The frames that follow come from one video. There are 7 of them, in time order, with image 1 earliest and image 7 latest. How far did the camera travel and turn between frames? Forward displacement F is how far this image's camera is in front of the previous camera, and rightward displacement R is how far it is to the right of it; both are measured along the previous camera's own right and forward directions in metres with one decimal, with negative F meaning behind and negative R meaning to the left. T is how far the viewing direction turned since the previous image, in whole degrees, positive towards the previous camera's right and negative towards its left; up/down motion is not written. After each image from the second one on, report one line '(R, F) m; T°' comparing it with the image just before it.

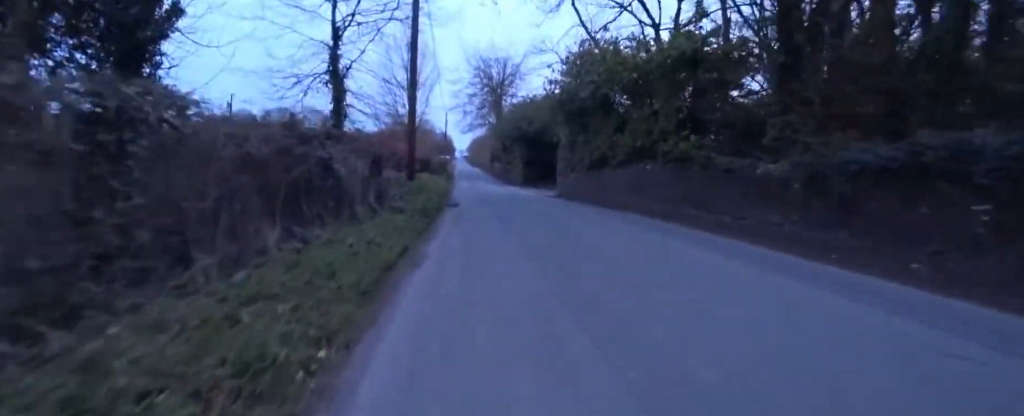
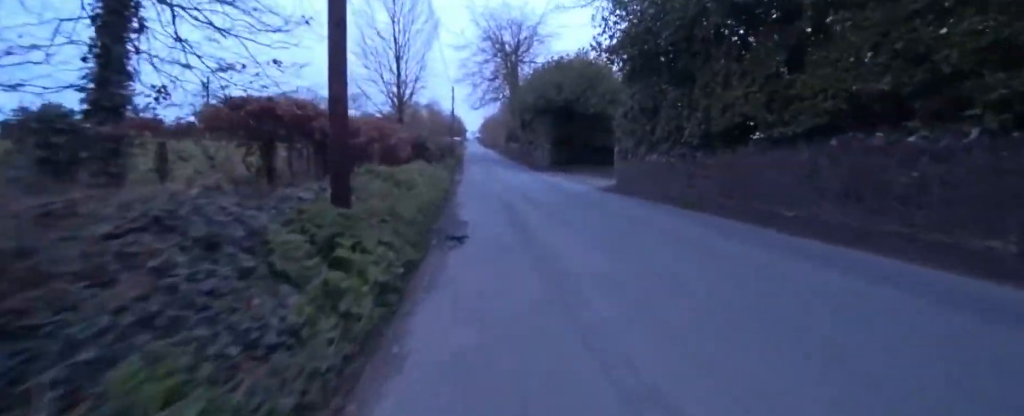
(0.0, +8.5) m; 0°
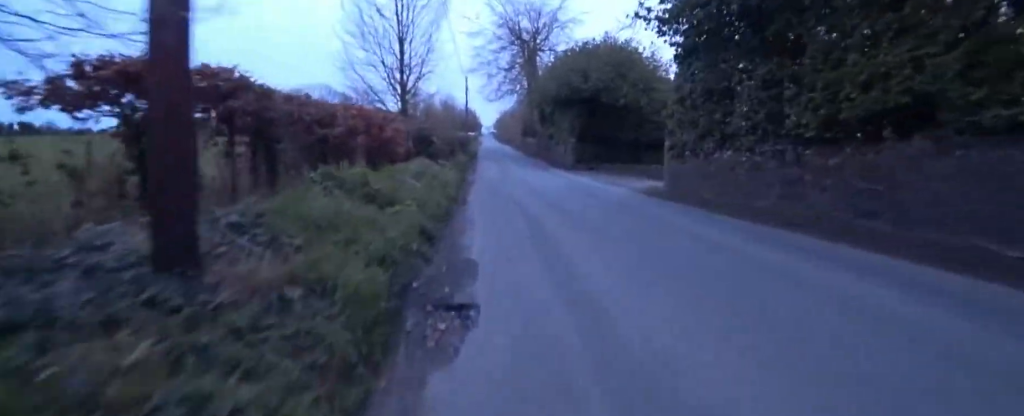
(0.0, +3.2) m; 0°
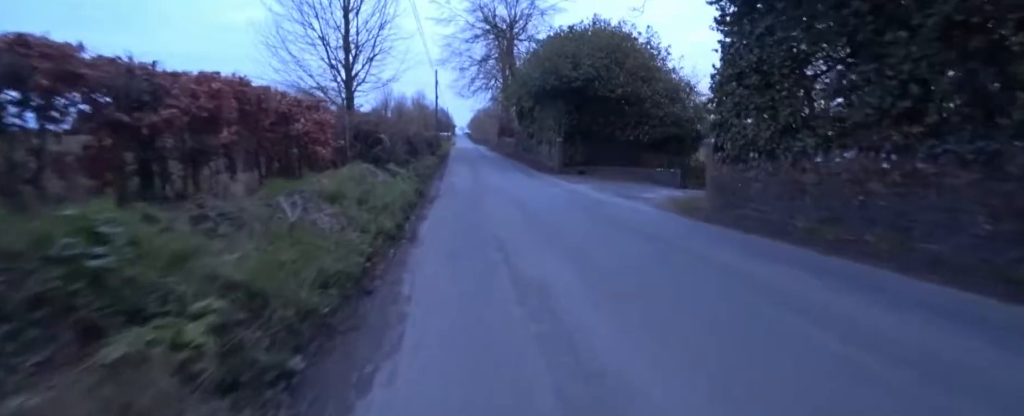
(0.0, +4.0) m; 0°
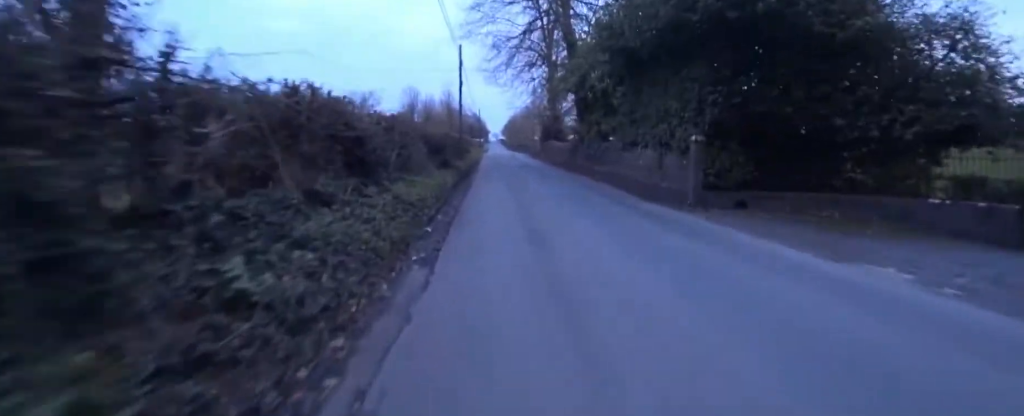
(-0.1, +11.7) m; -1°
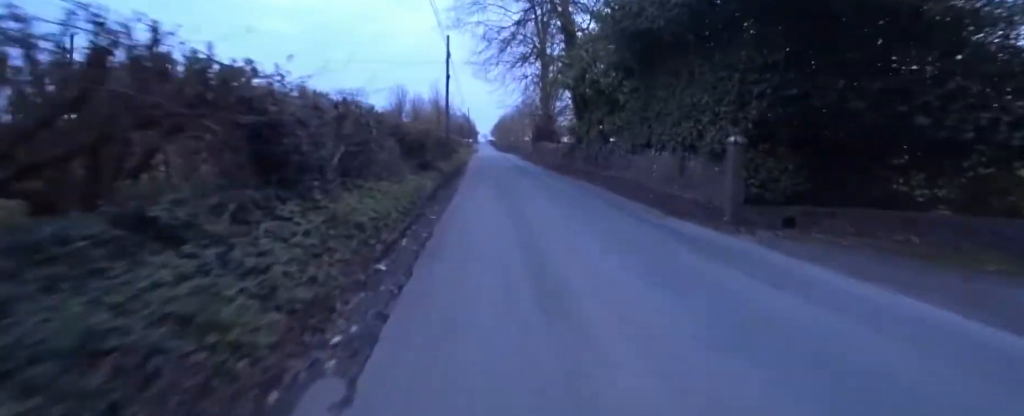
(0.0, +2.3) m; 0°
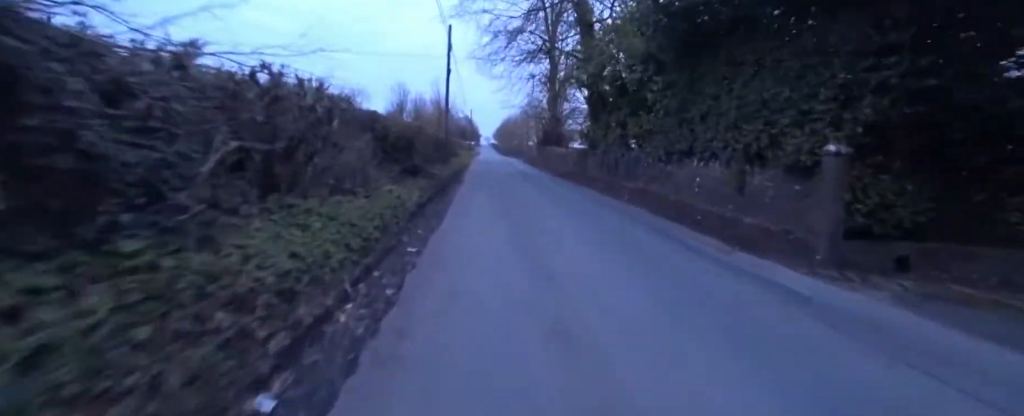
(0.0, +2.5) m; 0°
